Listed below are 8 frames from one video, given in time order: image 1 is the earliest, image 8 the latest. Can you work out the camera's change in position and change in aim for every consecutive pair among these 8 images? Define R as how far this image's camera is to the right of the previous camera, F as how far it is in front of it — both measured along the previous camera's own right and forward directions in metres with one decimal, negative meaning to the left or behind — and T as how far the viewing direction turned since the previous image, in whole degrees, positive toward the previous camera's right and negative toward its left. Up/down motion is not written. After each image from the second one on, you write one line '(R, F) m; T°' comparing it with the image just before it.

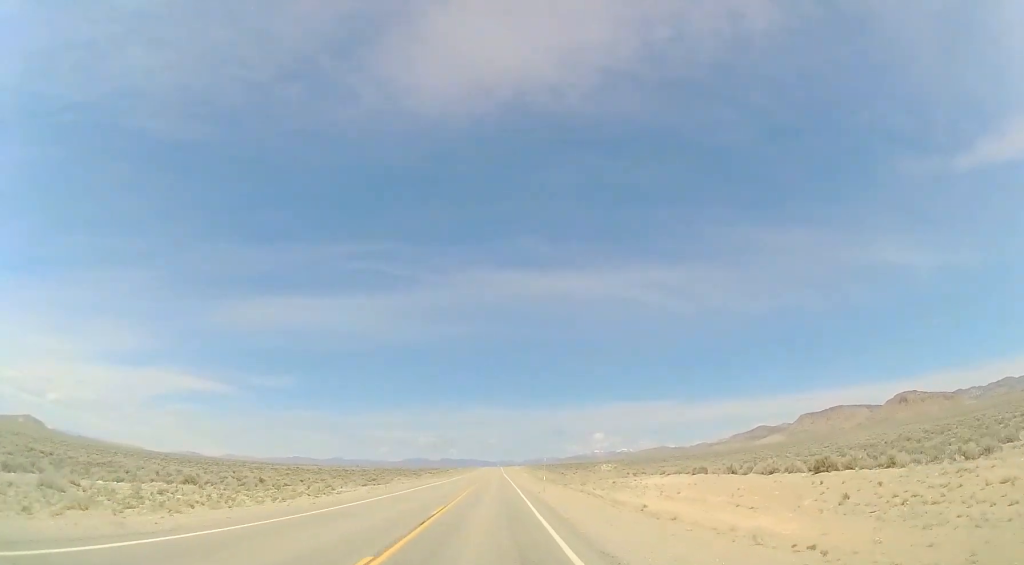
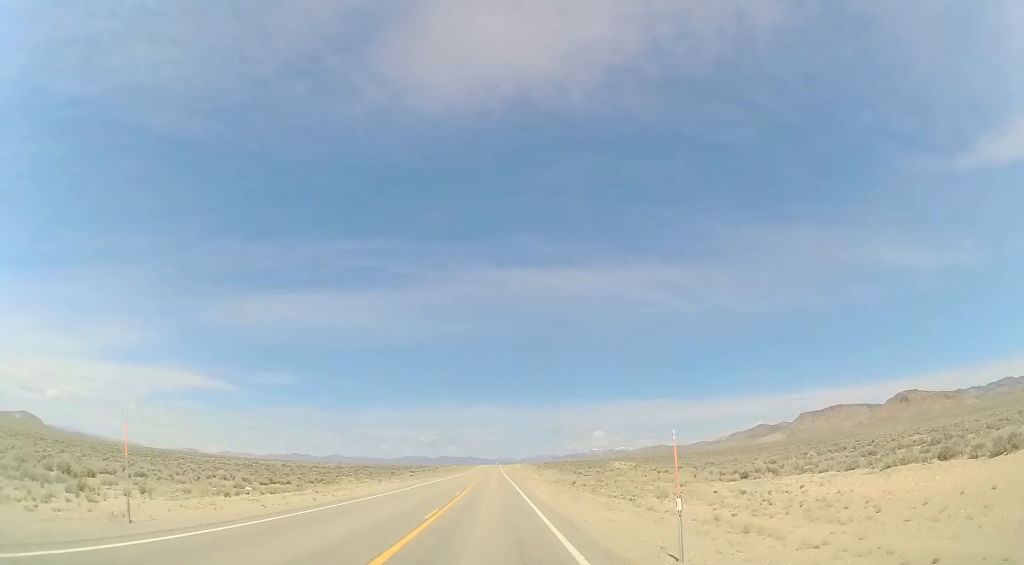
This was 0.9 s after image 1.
(0.0, +26.9) m; 0°
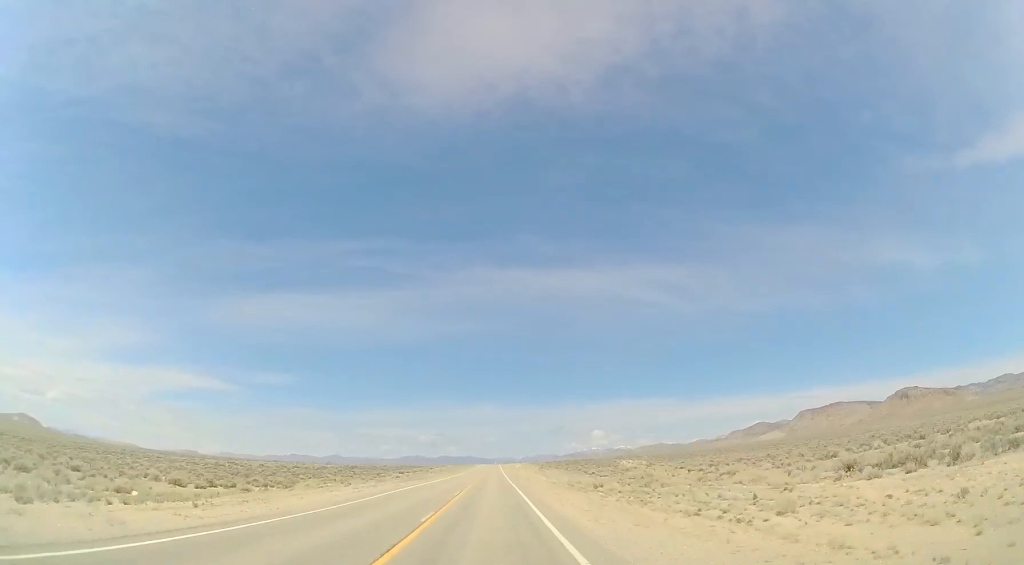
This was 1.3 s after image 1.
(+0.1, +13.1) m; 0°
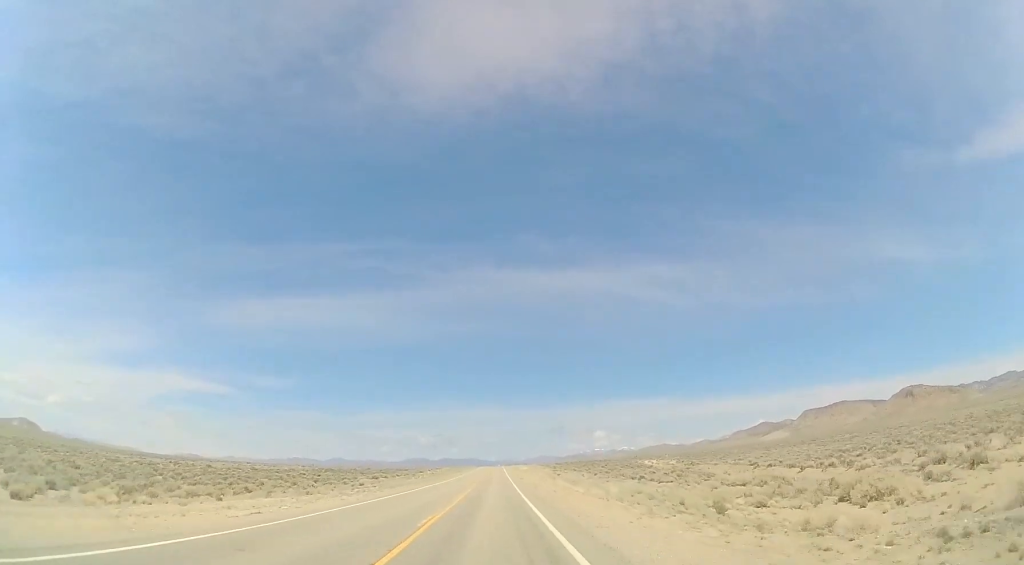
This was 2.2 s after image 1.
(+0.1, +25.1) m; 0°
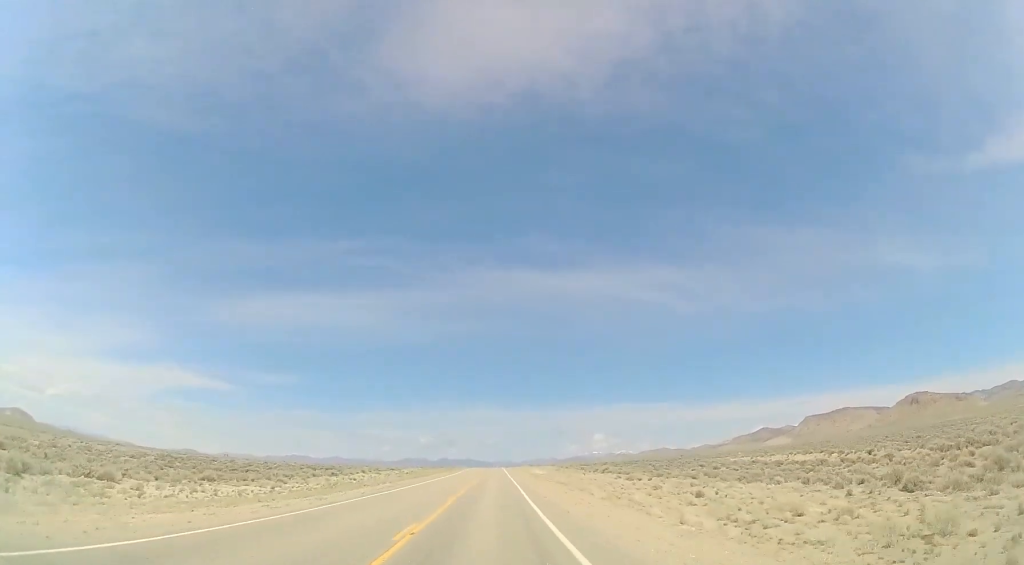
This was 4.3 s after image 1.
(-1.1, +64.9) m; -2°
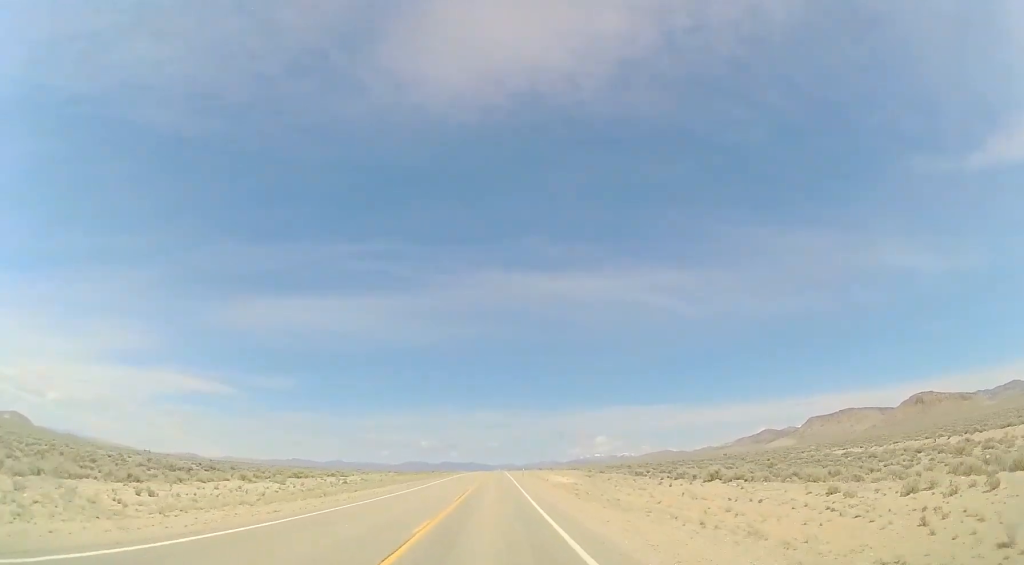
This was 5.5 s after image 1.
(+0.4, +34.6) m; +1°
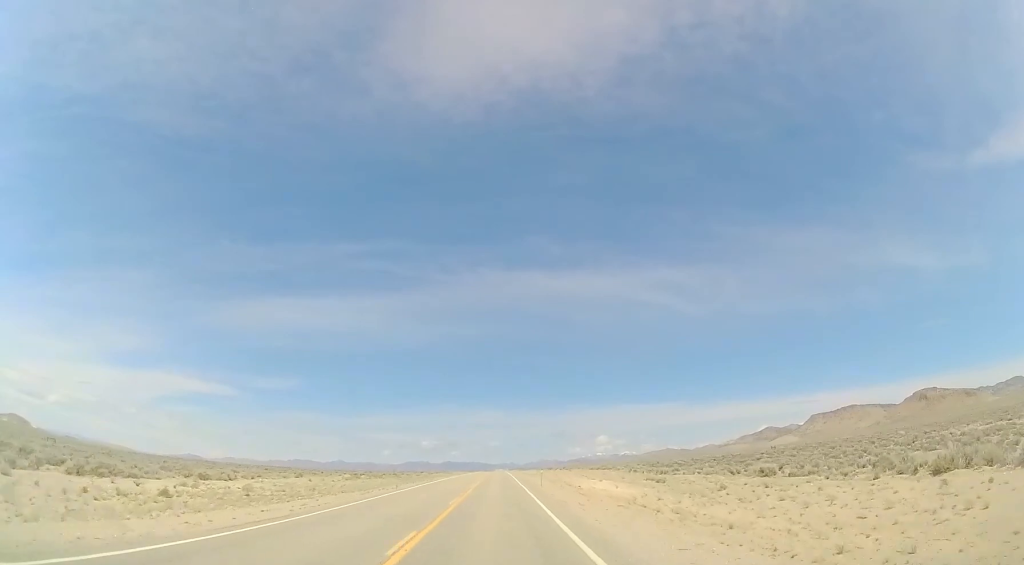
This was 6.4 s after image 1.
(-0.1, +27.8) m; -1°
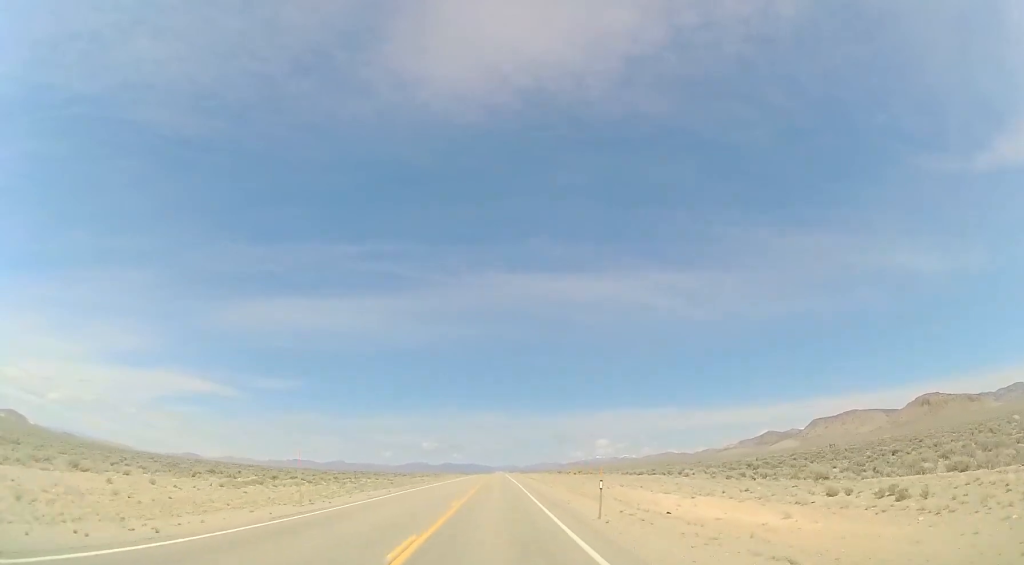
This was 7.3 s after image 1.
(-0.2, +24.7) m; 0°
